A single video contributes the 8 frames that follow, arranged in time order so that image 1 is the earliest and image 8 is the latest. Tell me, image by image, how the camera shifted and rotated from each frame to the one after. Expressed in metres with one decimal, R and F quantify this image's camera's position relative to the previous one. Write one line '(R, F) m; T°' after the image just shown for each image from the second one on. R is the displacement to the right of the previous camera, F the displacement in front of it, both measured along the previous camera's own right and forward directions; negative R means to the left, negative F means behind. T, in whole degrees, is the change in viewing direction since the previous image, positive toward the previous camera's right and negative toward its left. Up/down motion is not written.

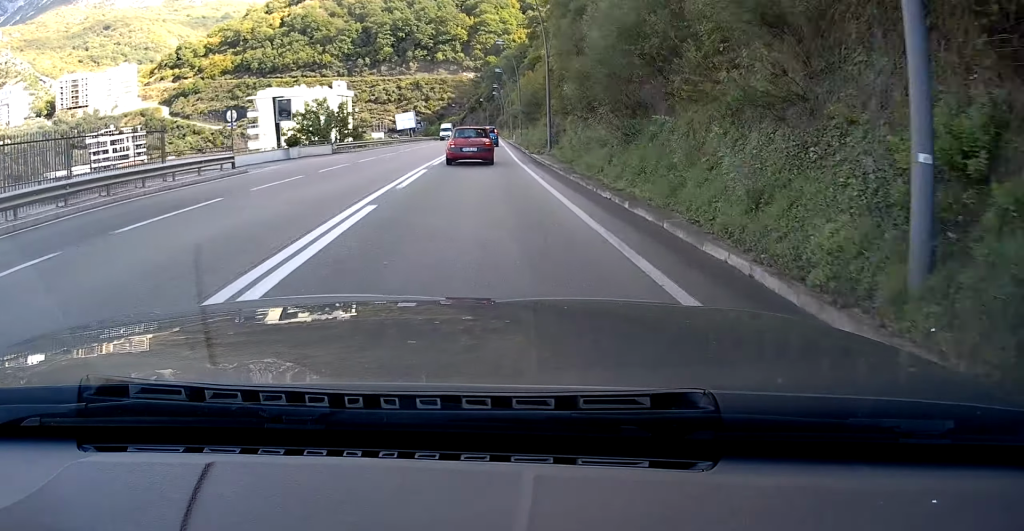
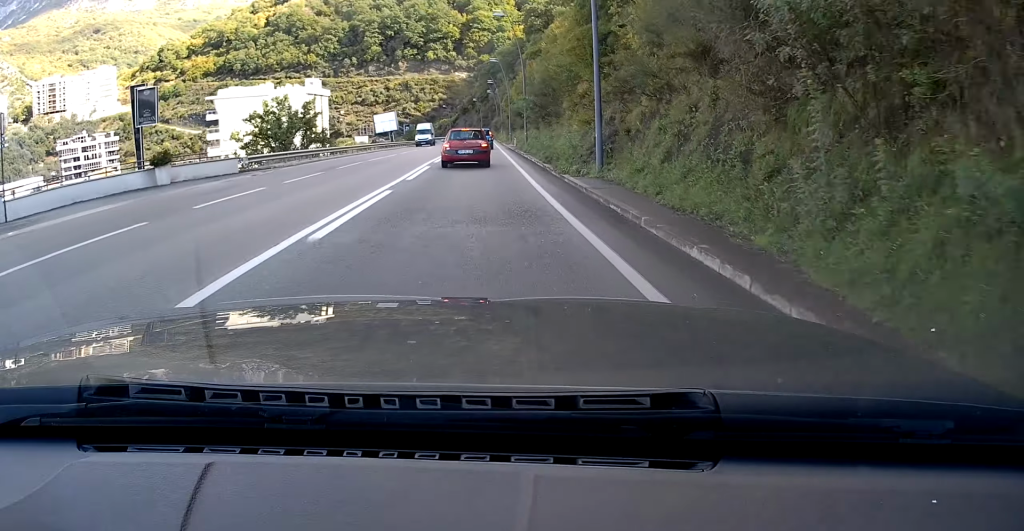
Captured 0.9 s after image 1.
(+0.1, +16.5) m; 0°
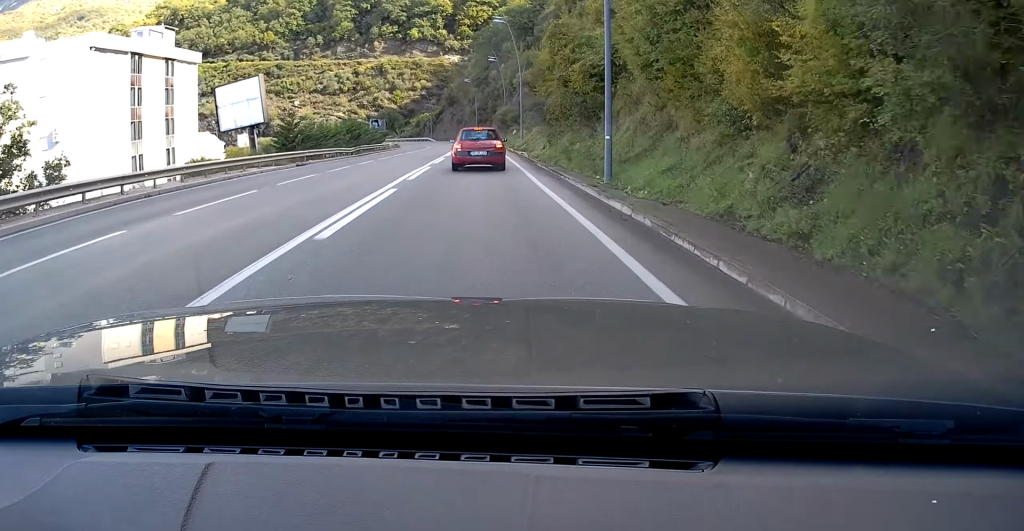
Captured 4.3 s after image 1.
(0.0, +59.5) m; -1°
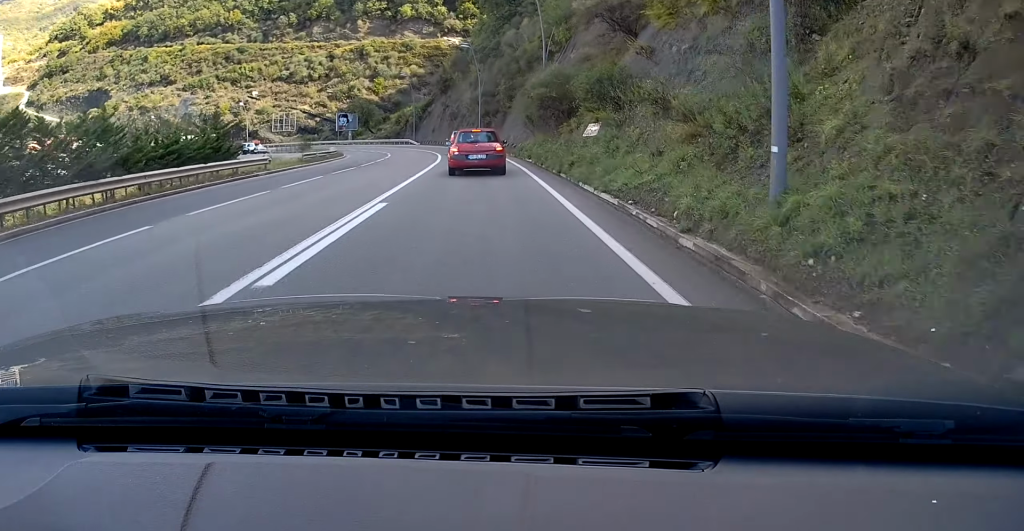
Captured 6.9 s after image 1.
(-0.3, +42.8) m; -1°
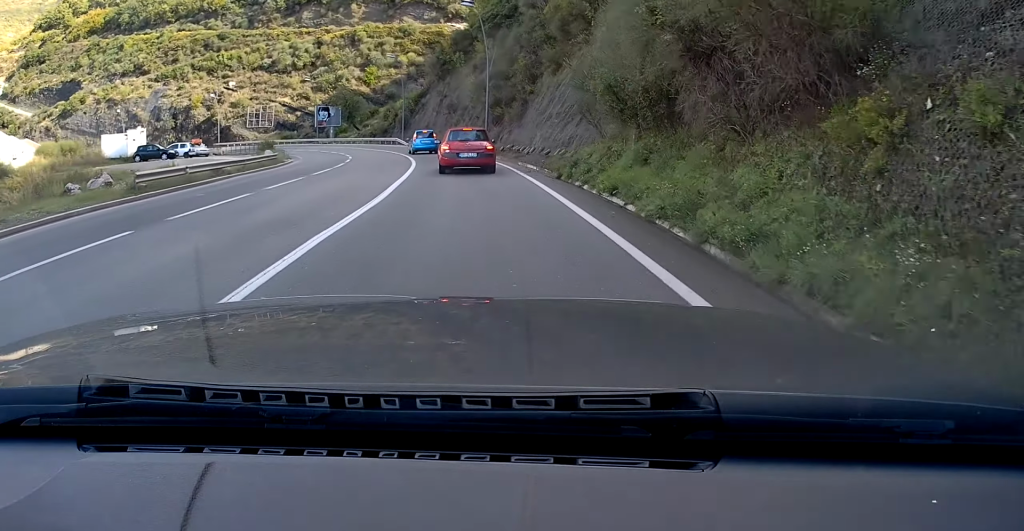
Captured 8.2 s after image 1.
(+0.3, +19.8) m; -3°
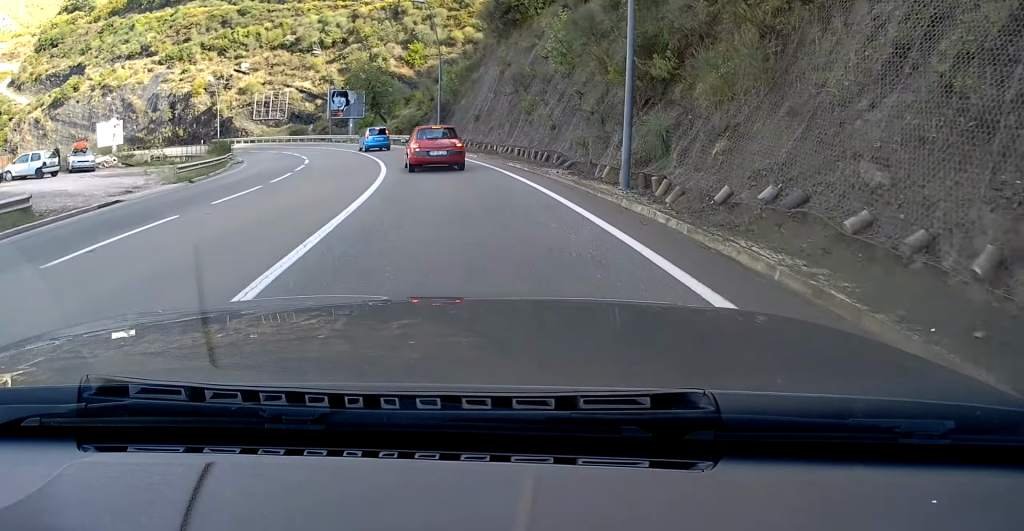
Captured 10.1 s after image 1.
(-1.9, +29.4) m; -8°
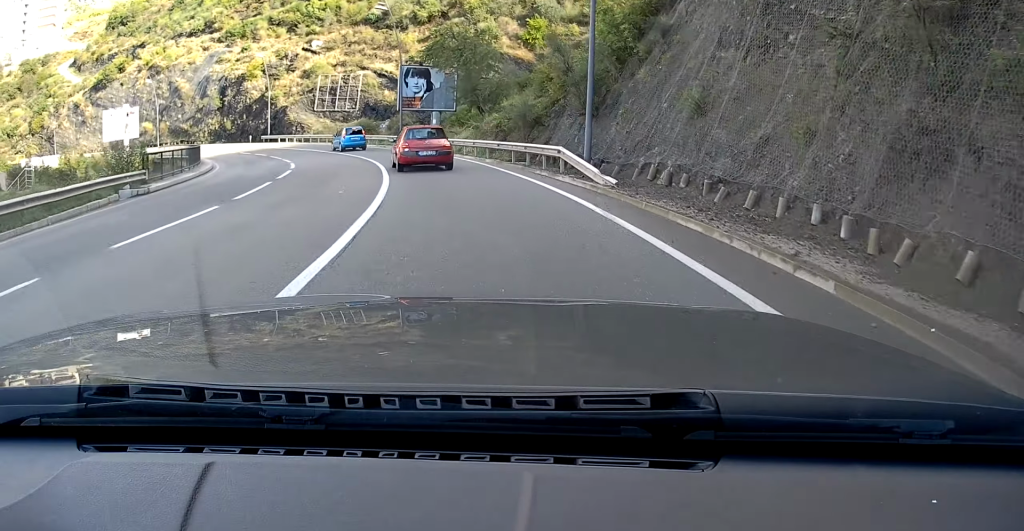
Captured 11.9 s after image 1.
(-2.2, +25.9) m; -10°
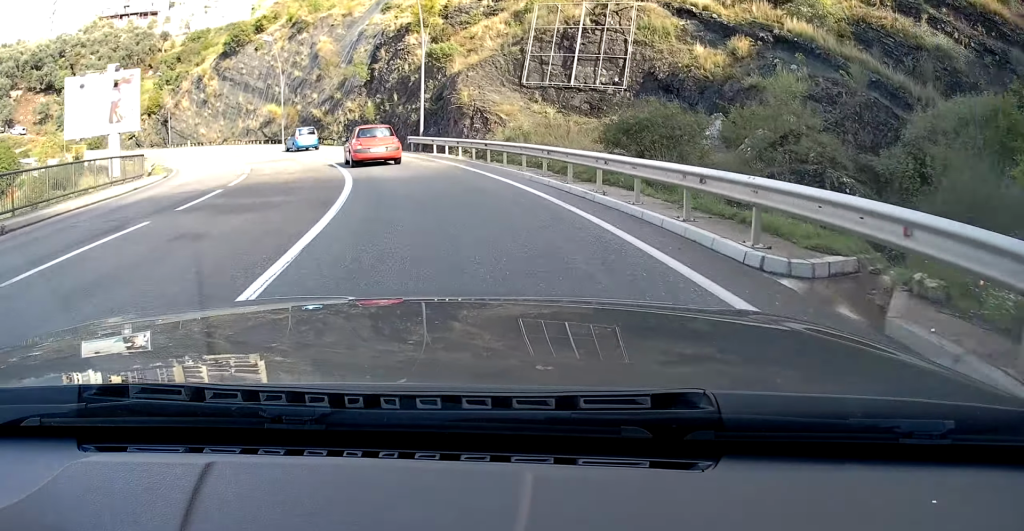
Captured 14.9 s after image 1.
(-7.5, +41.1) m; -24°
